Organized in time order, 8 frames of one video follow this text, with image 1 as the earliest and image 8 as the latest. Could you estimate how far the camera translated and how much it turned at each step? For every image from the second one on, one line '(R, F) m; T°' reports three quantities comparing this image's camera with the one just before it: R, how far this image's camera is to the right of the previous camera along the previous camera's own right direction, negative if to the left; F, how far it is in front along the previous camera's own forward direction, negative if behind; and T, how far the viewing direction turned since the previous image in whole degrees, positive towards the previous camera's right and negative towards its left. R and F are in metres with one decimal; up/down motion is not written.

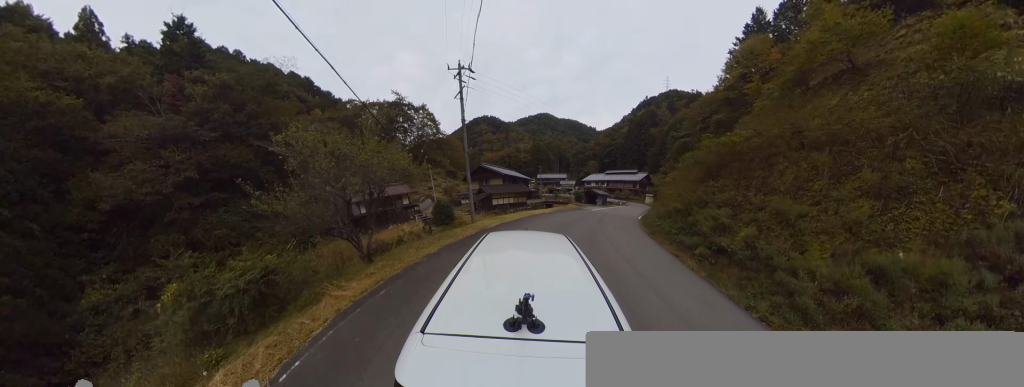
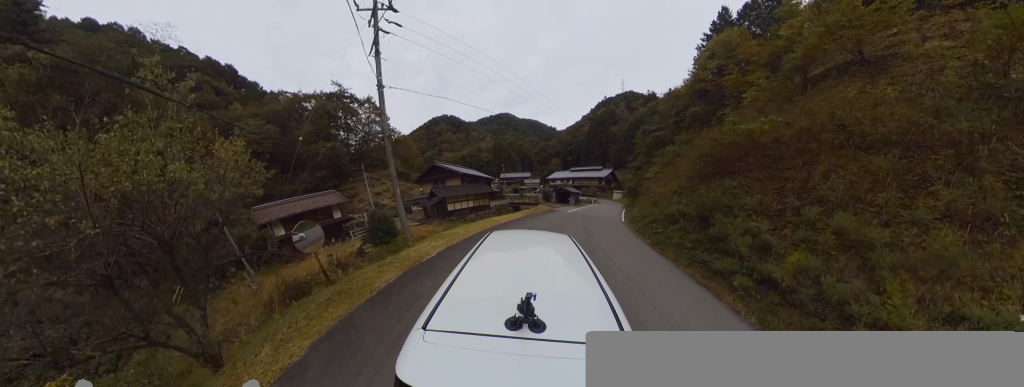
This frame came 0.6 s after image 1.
(+0.7, +5.3) m; +12°
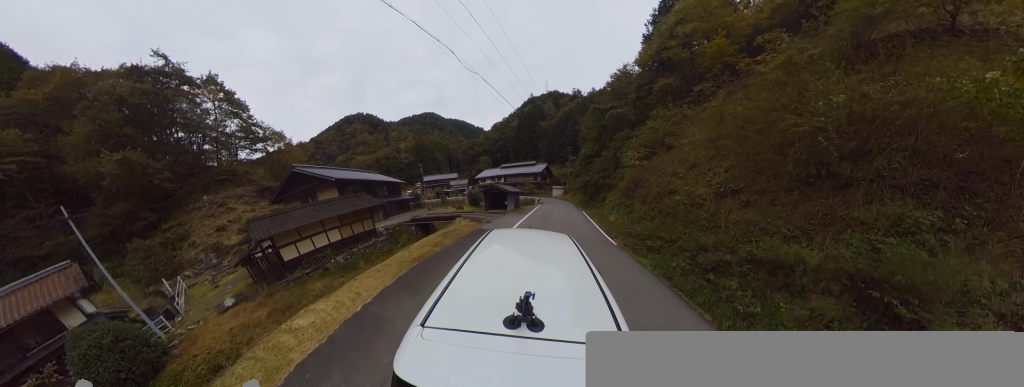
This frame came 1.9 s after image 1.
(+2.2, +11.3) m; +15°
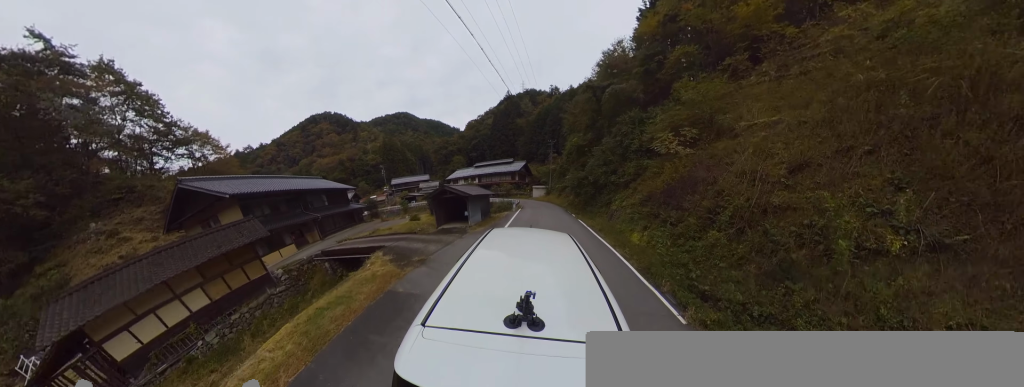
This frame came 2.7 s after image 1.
(+0.3, +6.1) m; +2°
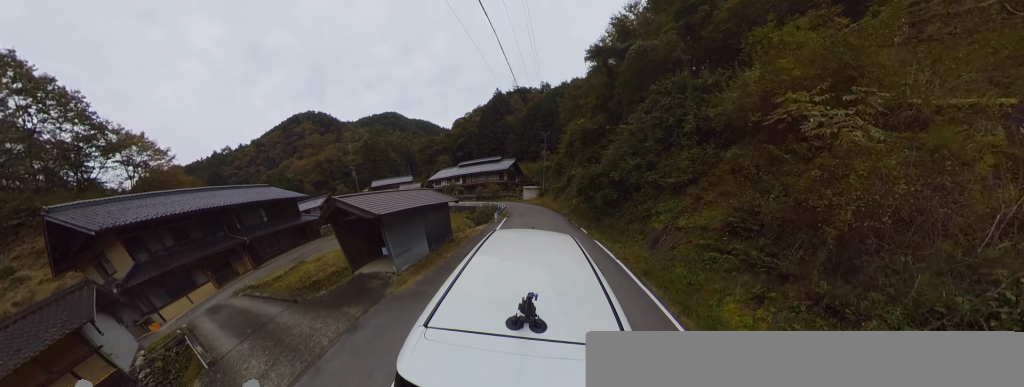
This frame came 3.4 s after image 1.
(-0.1, +5.3) m; -1°
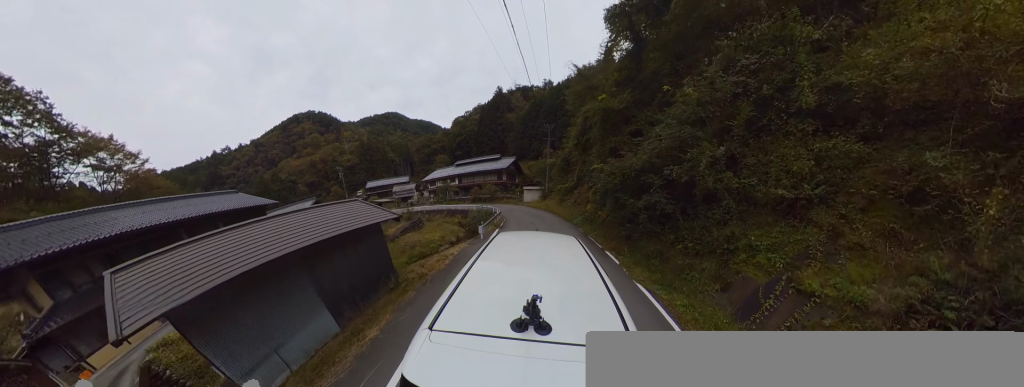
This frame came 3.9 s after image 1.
(-0.1, +3.3) m; +2°
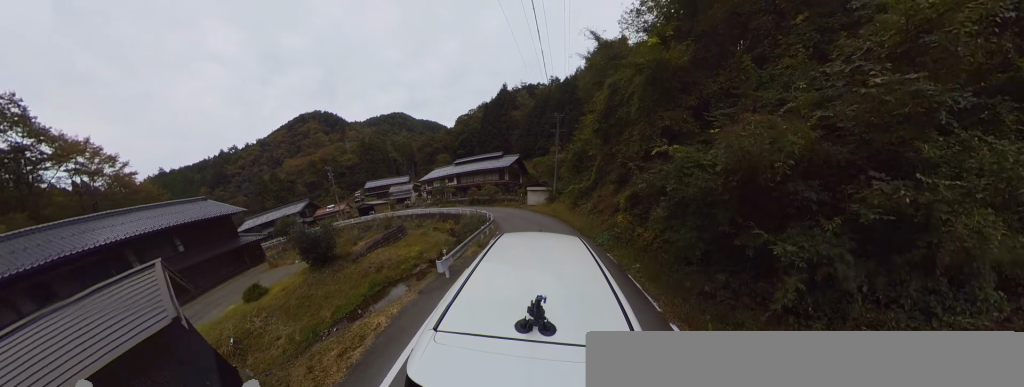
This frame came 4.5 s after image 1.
(0.0, +3.7) m; 0°
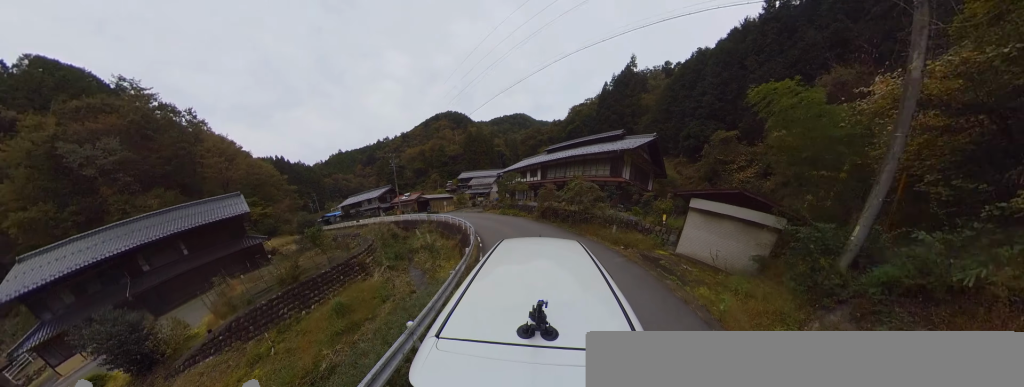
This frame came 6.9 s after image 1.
(-3.7, +13.2) m; -36°
